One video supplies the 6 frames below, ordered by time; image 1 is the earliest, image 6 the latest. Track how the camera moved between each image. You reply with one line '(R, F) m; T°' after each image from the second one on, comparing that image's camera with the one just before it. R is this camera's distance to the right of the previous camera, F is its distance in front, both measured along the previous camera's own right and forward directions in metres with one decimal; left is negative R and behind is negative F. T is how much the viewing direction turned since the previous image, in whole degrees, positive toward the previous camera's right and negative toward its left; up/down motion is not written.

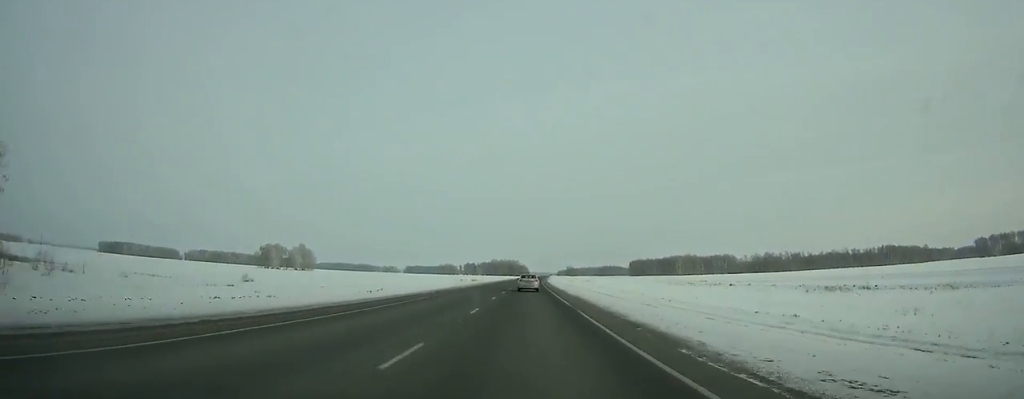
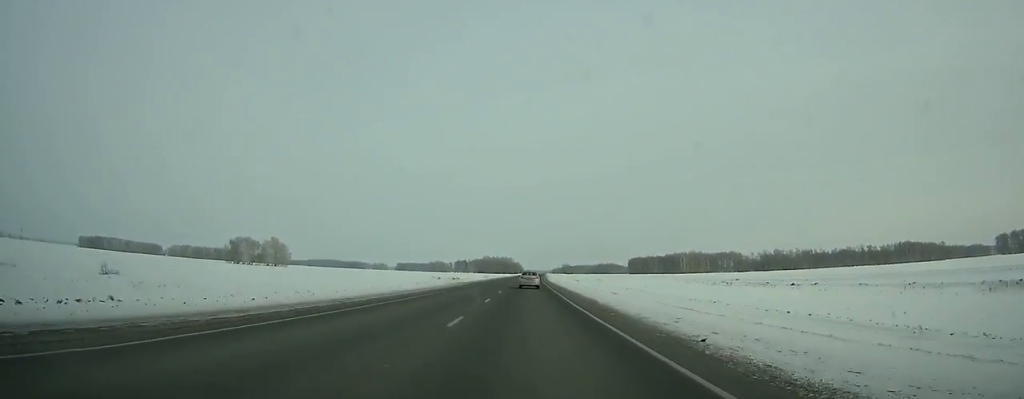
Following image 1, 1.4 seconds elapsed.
(-0.1, +40.8) m; +1°
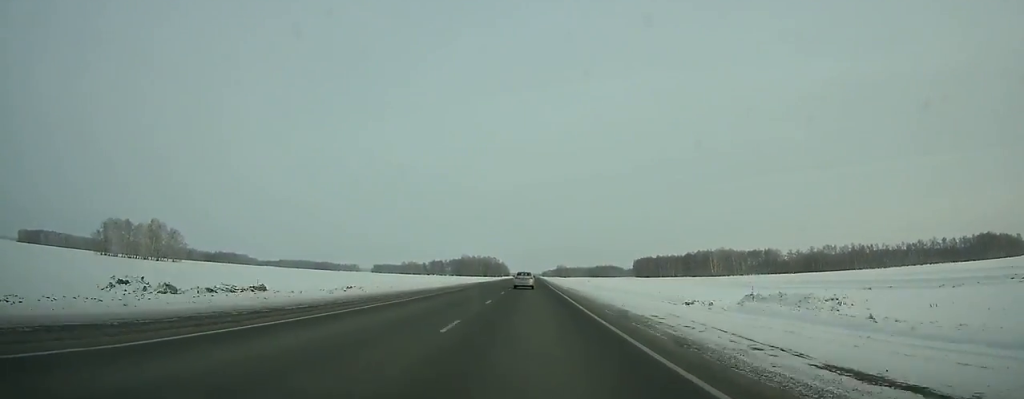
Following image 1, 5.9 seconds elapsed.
(+2.5, +132.7) m; +1°
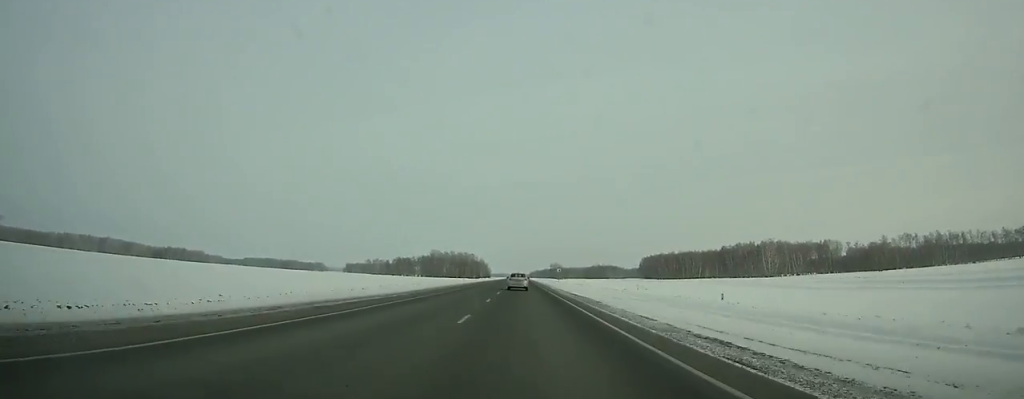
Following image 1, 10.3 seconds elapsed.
(+0.9, +130.6) m; 0°
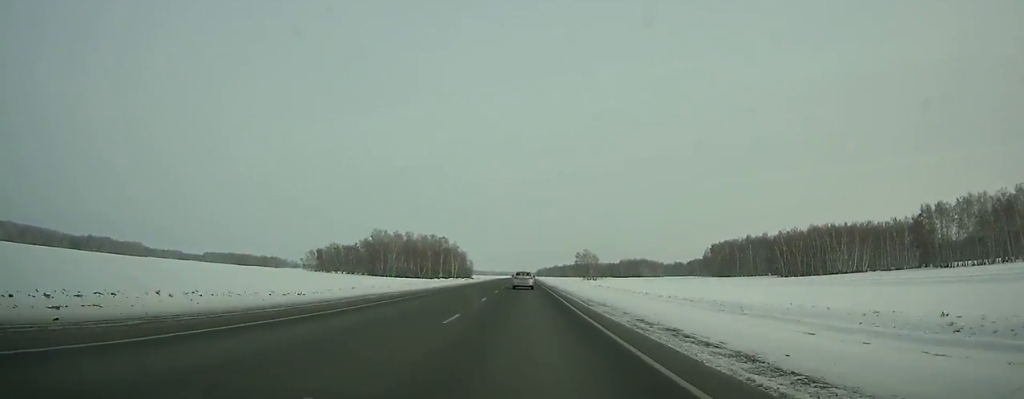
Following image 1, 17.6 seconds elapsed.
(-0.3, +215.8) m; 0°
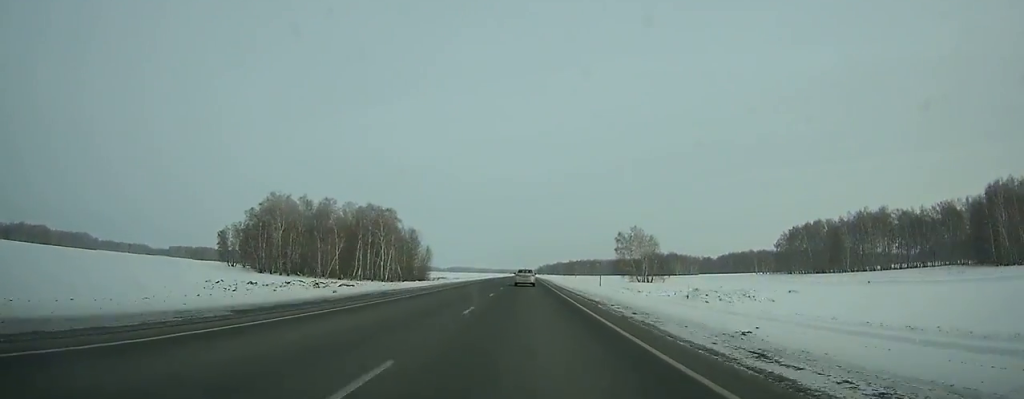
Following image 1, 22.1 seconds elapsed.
(+0.1, +130.4) m; 0°
